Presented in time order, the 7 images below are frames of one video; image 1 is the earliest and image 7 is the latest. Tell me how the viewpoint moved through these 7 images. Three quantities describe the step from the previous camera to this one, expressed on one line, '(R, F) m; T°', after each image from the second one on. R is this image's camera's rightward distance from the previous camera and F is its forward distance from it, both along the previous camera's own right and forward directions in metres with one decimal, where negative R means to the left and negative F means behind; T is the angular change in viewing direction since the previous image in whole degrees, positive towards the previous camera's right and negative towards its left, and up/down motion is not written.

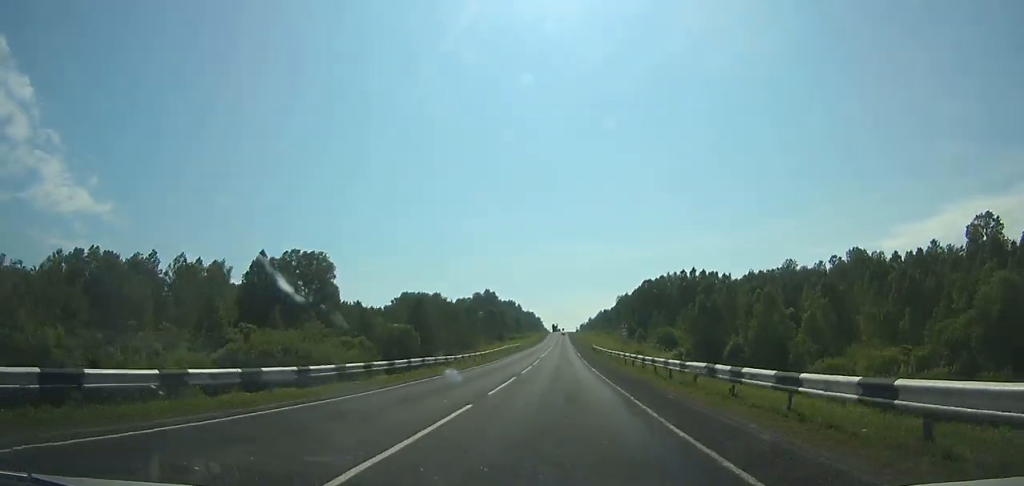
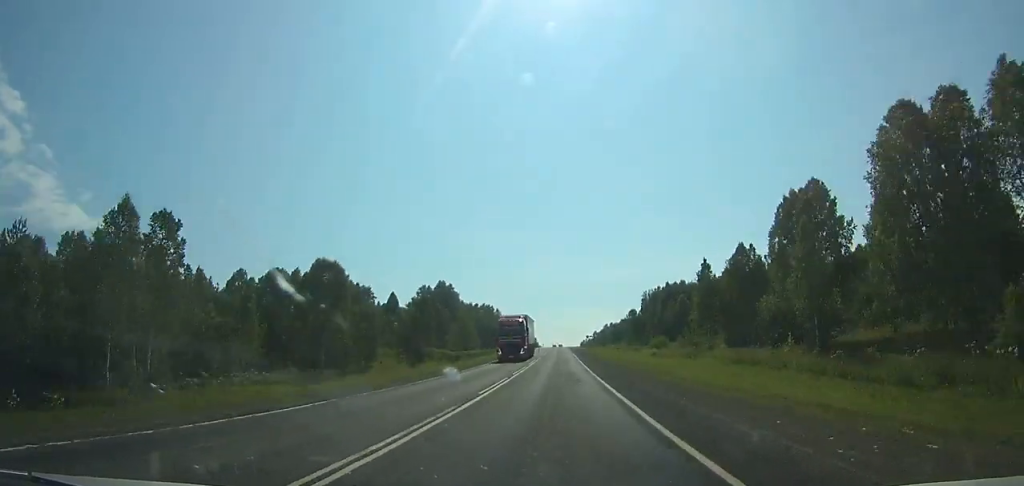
(-0.1, +123.7) m; 0°
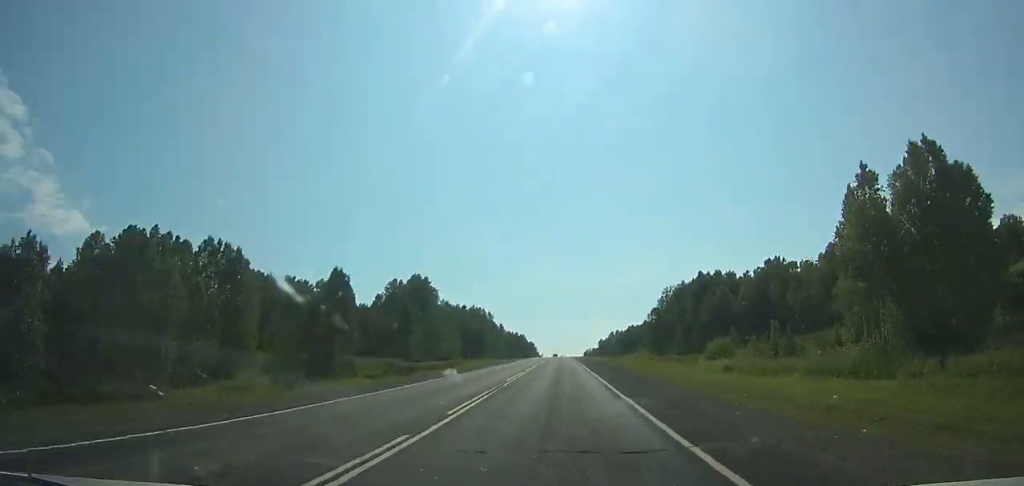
(0.0, +40.9) m; 0°
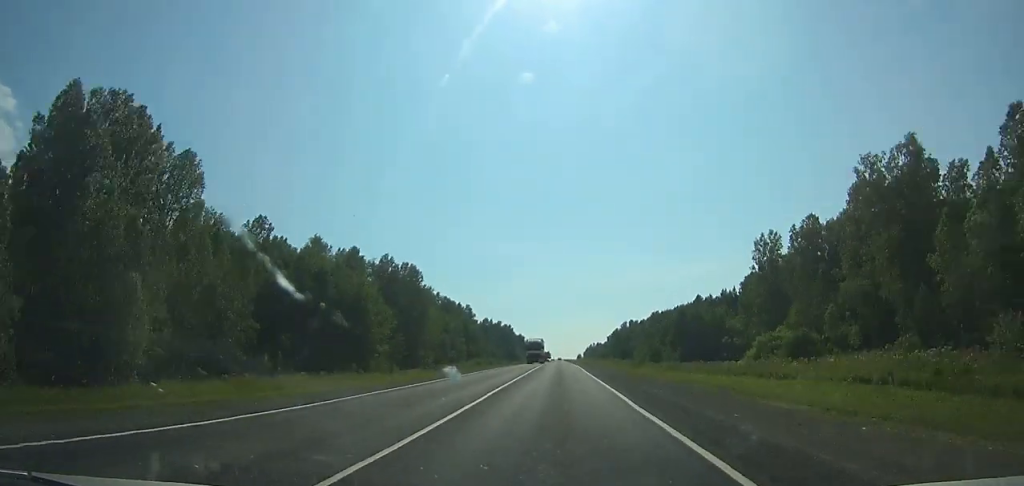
(+0.1, +126.3) m; 0°
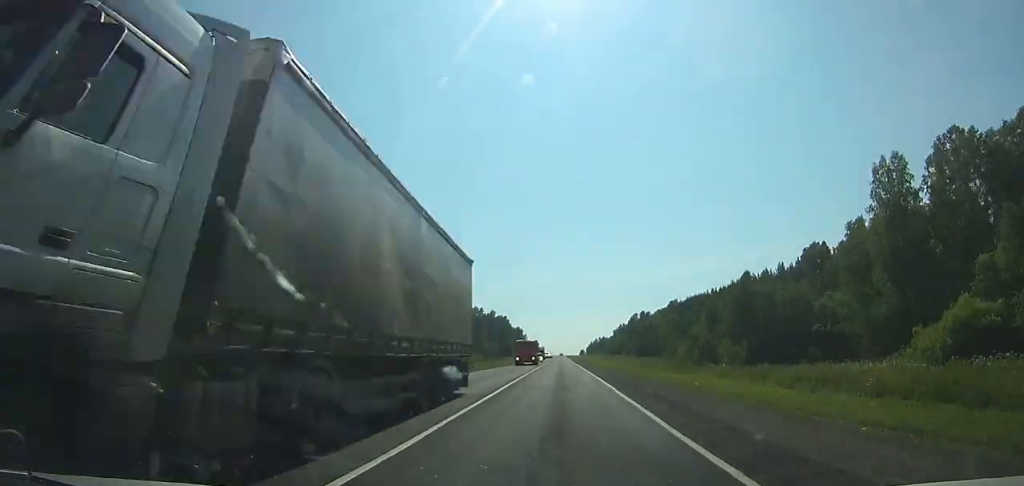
(-0.1, +48.0) m; 0°
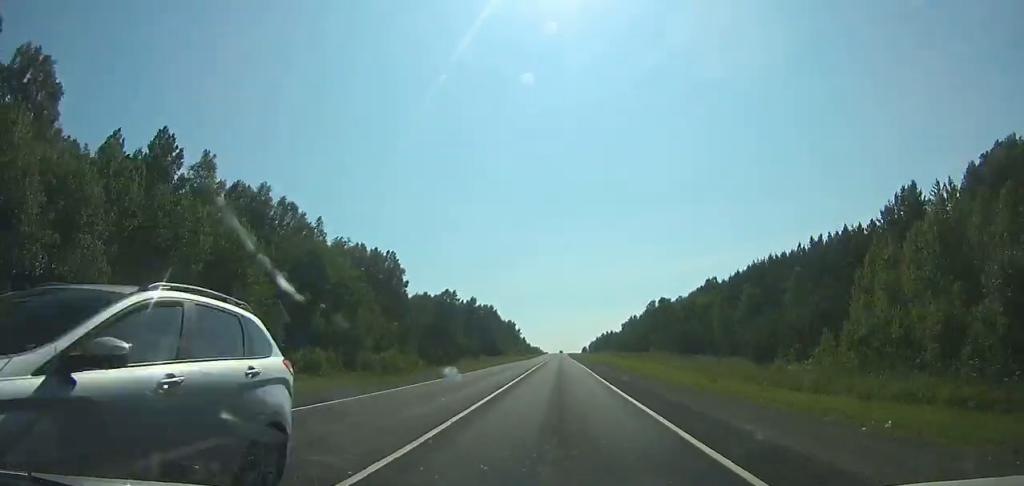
(+0.2, +71.6) m; 0°
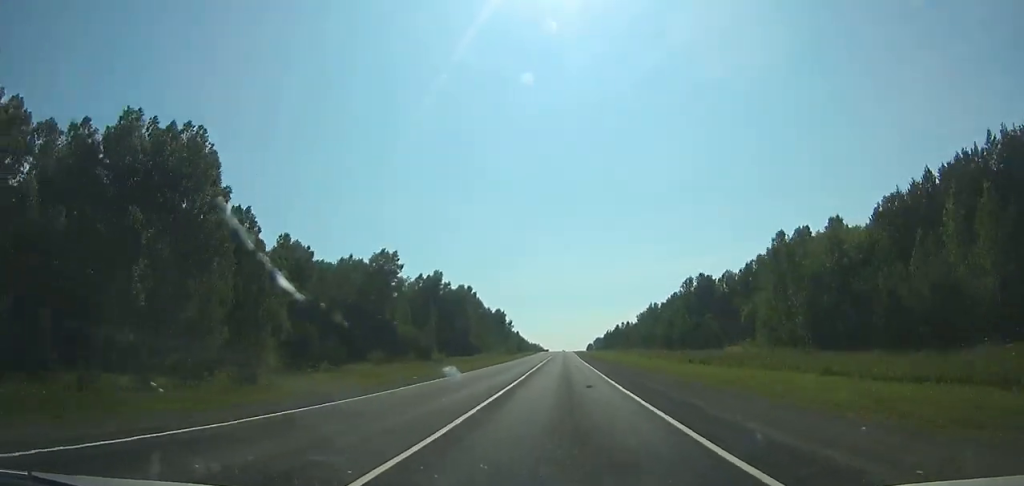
(-0.1, +79.6) m; 0°
